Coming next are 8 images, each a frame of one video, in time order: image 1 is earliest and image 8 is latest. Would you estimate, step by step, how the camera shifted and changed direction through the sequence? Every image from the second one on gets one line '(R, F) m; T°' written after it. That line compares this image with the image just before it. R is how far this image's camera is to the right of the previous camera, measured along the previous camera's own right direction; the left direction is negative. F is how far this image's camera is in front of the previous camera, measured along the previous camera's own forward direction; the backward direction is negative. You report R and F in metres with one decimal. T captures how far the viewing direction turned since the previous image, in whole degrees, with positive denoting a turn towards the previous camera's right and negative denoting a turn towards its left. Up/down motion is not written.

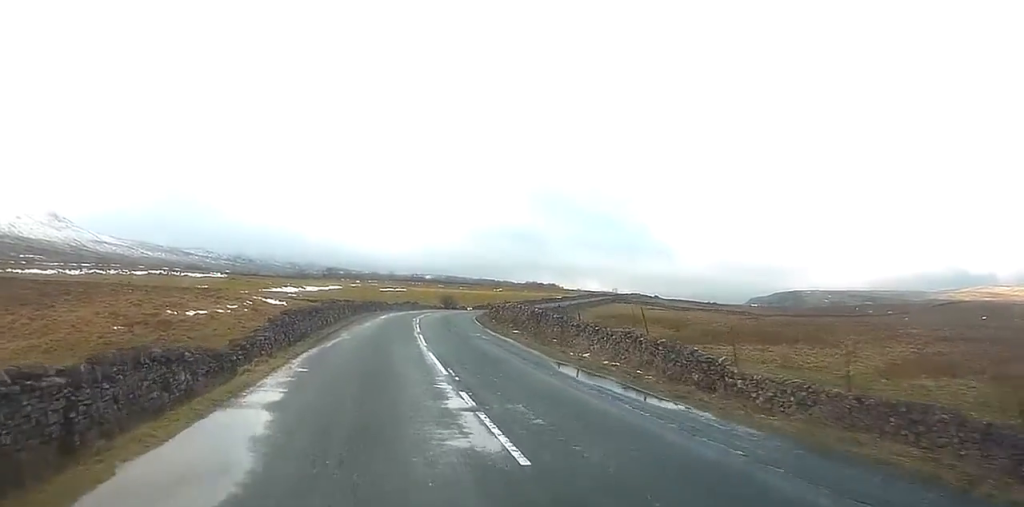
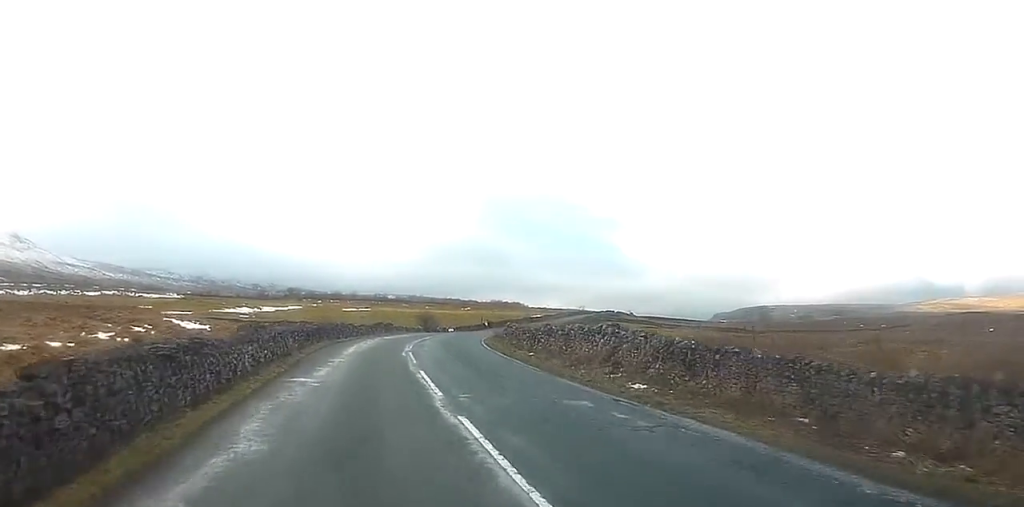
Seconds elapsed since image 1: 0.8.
(+0.6, +19.2) m; +3°
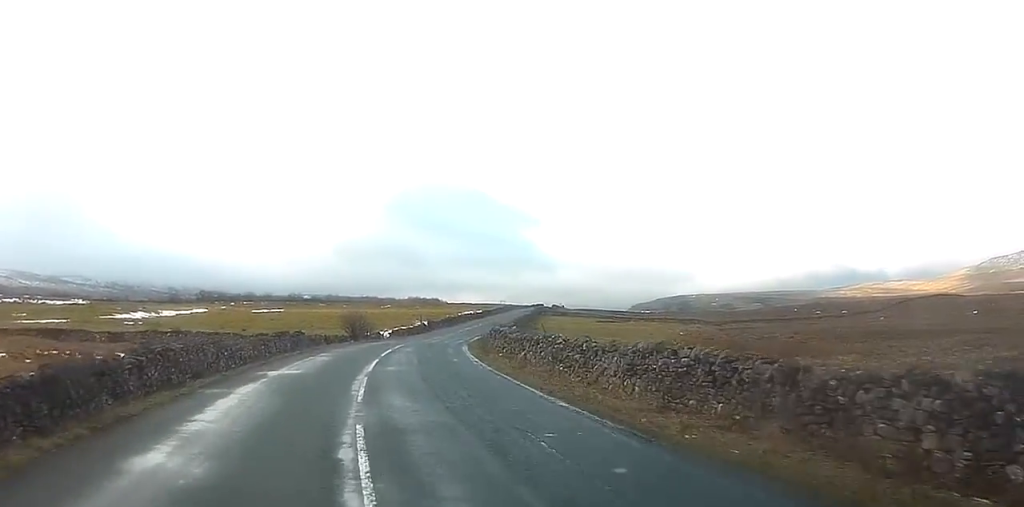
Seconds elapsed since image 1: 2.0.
(+0.9, +29.1) m; +4°
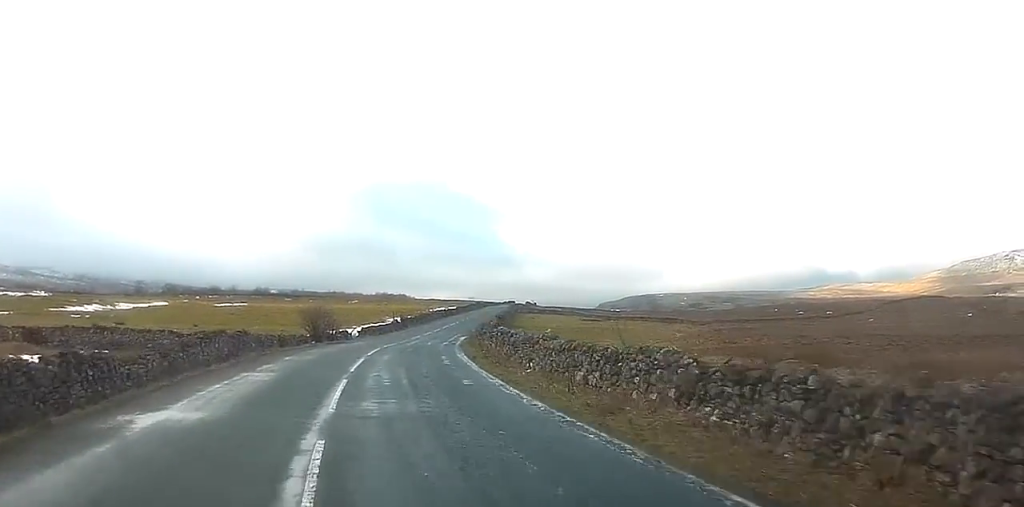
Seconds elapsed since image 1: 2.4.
(+0.2, +10.9) m; +1°
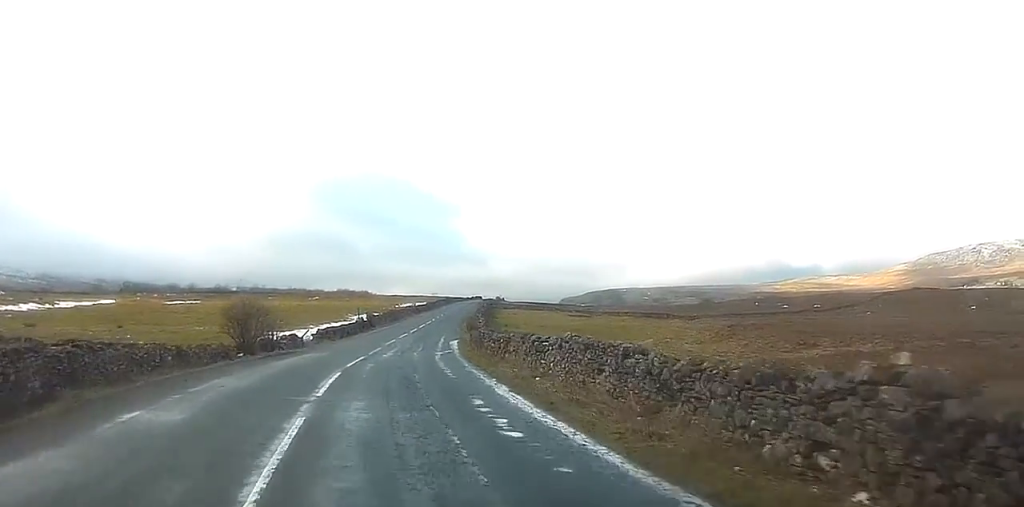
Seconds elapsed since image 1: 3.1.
(+0.2, +15.8) m; +2°
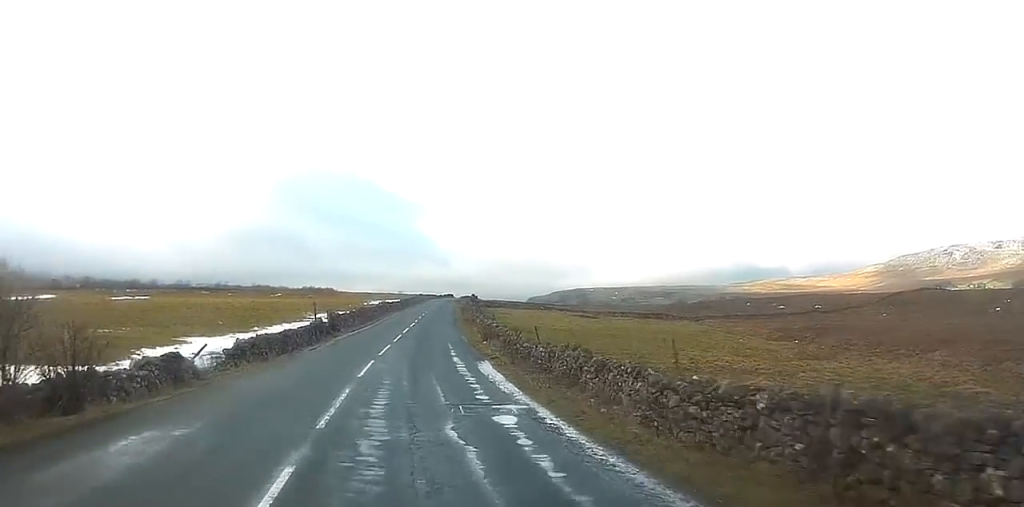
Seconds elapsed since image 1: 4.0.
(+0.5, +21.0) m; +2°
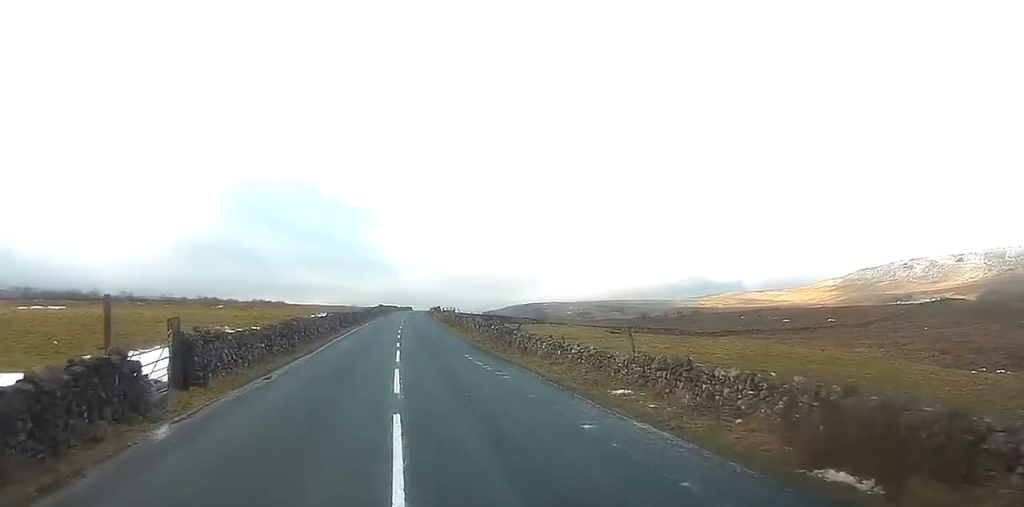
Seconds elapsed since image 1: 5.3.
(+0.7, +28.4) m; +3°
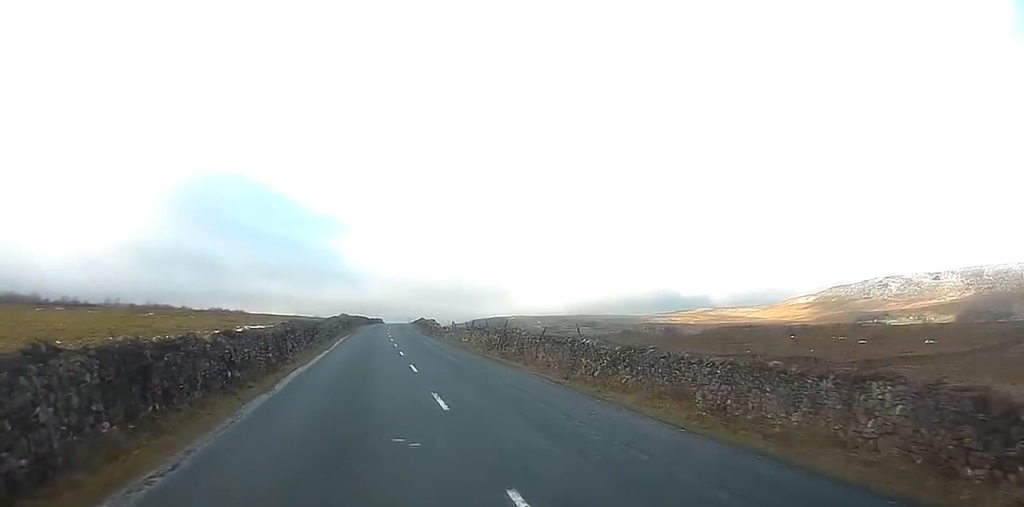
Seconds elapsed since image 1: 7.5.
(+1.9, +50.9) m; +3°
